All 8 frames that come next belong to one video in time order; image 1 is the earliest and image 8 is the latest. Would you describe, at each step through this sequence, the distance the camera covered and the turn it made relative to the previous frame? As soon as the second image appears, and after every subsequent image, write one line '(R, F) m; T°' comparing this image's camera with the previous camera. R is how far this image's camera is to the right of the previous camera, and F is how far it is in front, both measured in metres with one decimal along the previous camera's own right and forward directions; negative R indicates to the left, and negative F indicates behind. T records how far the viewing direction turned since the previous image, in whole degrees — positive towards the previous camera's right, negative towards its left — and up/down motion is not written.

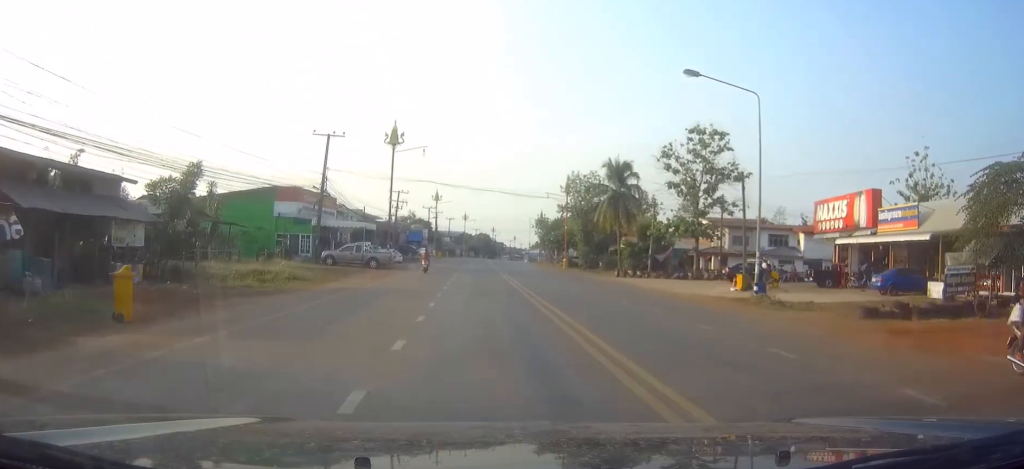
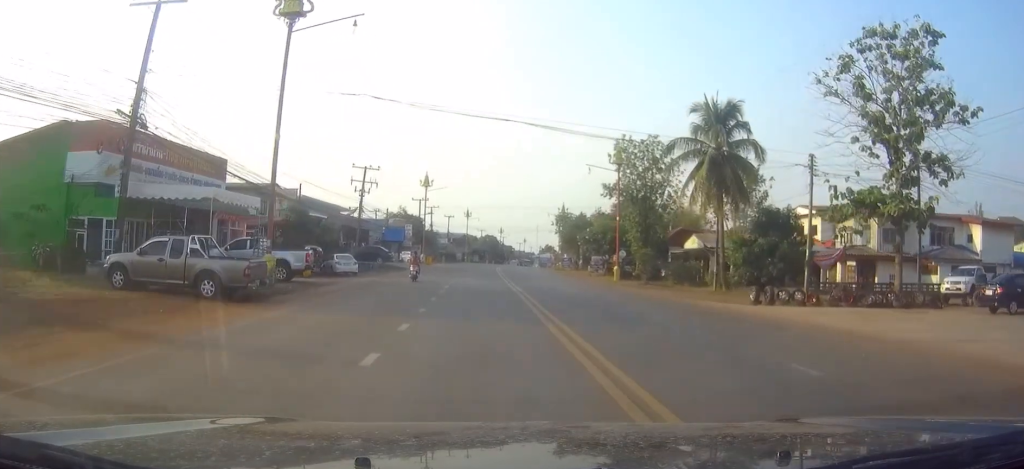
(-0.1, +38.1) m; 0°
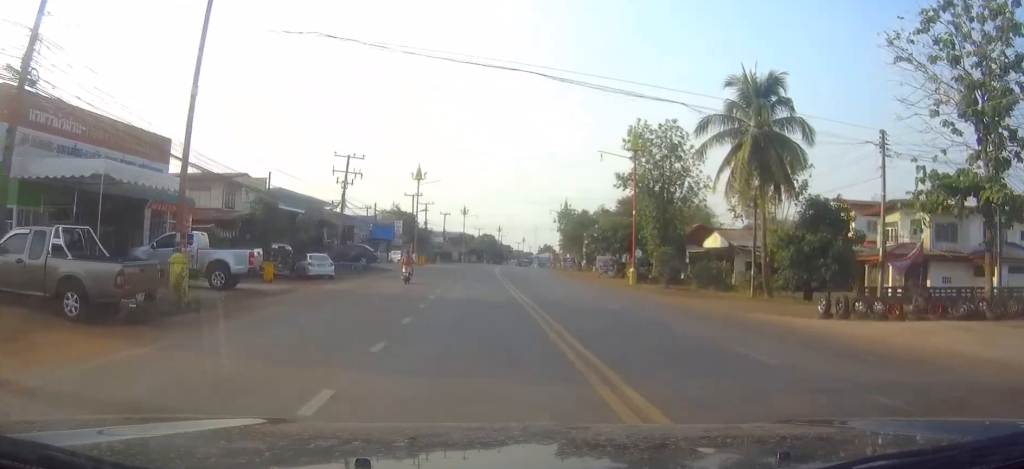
(0.0, +7.9) m; 0°
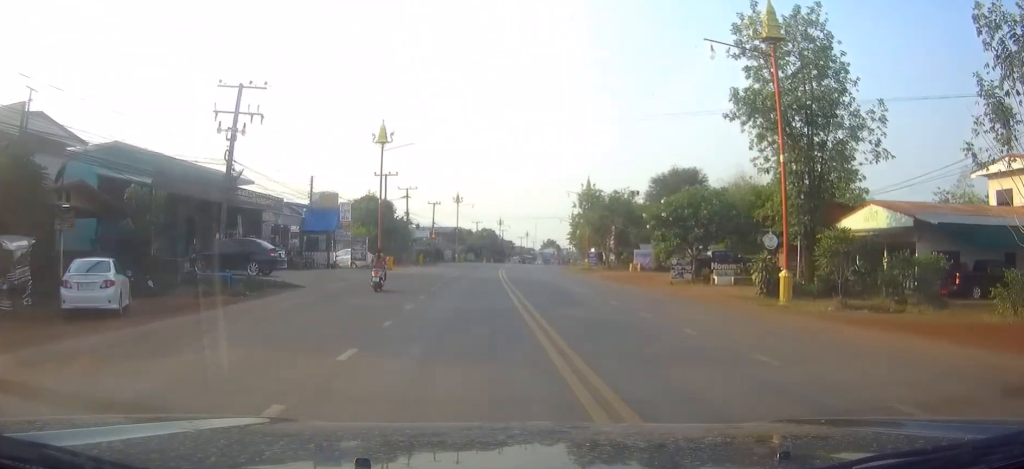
(+0.1, +29.3) m; 0°
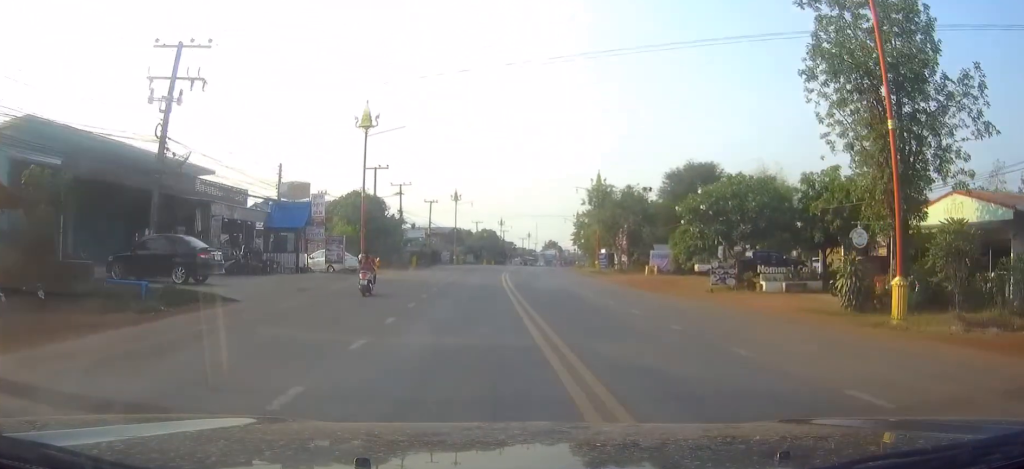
(0.0, +7.8) m; 0°
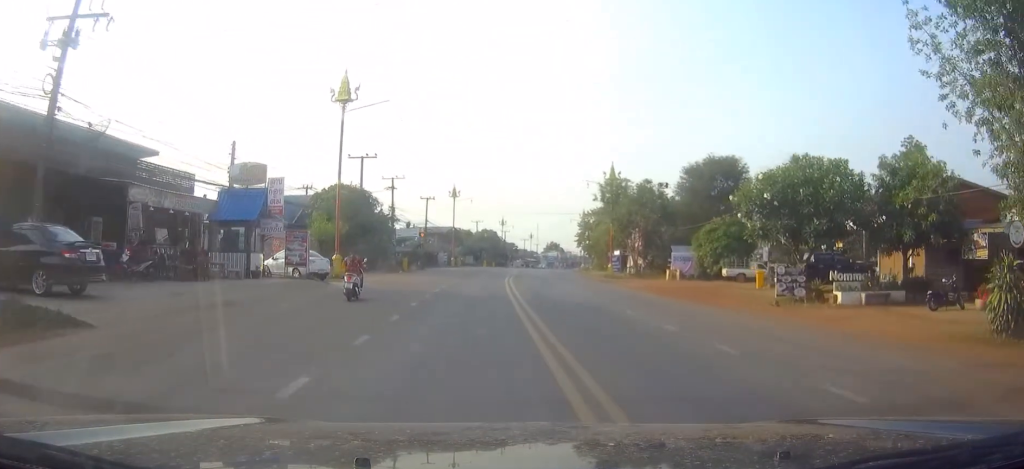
(0.0, +7.5) m; 0°
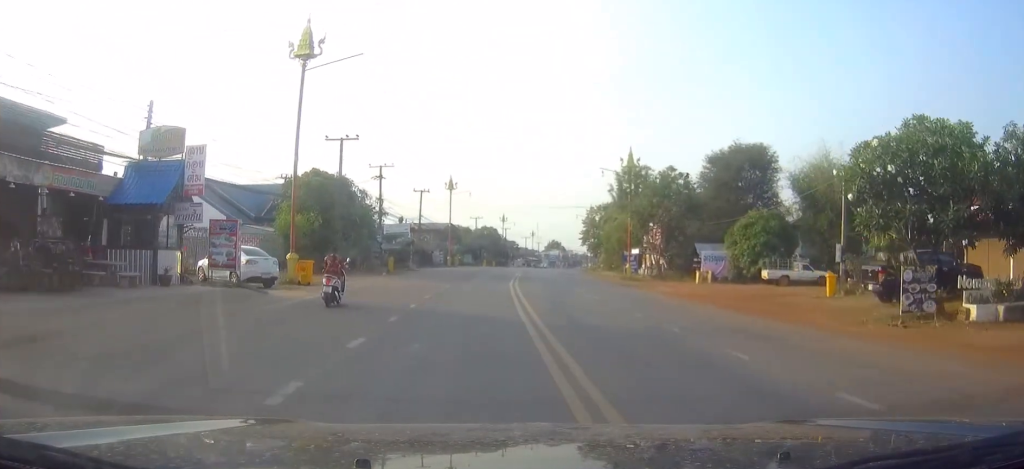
(0.0, +8.6) m; 0°
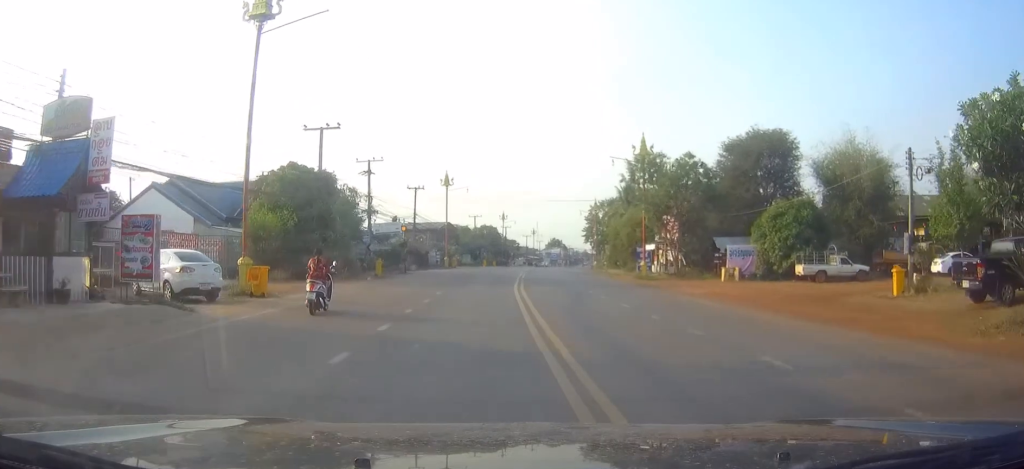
(0.0, +5.5) m; 0°
